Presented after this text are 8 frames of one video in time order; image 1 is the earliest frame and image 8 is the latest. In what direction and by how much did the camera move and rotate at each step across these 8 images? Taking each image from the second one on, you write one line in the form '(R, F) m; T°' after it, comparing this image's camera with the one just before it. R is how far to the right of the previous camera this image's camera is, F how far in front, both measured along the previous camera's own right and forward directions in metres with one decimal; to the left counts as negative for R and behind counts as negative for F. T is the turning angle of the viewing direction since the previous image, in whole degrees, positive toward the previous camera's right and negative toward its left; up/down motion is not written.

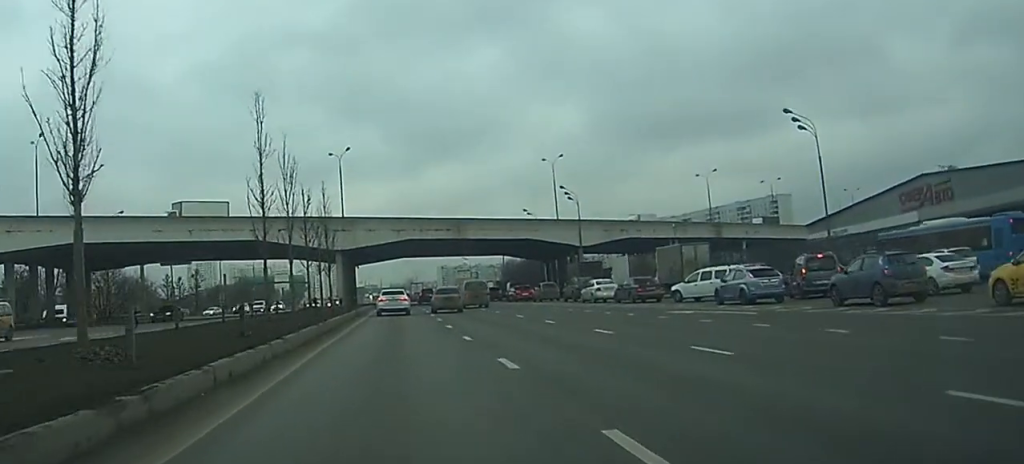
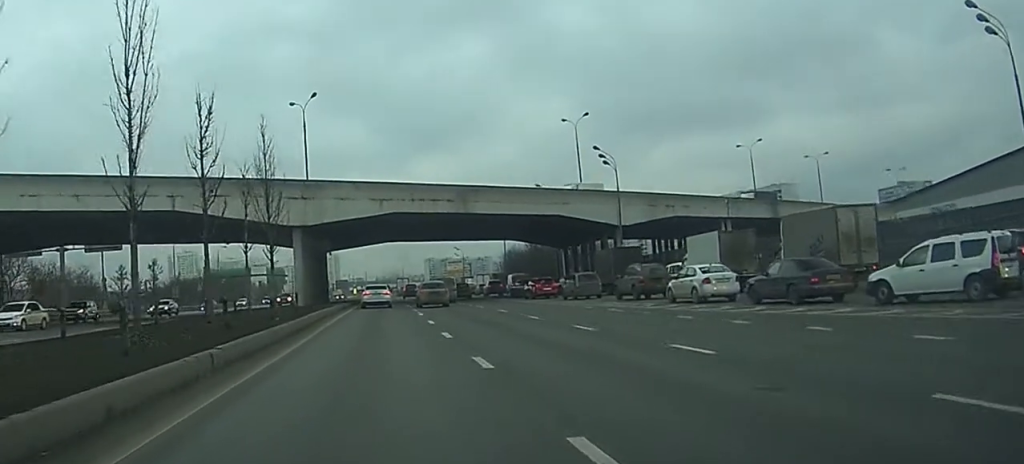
(0.0, +23.6) m; 0°
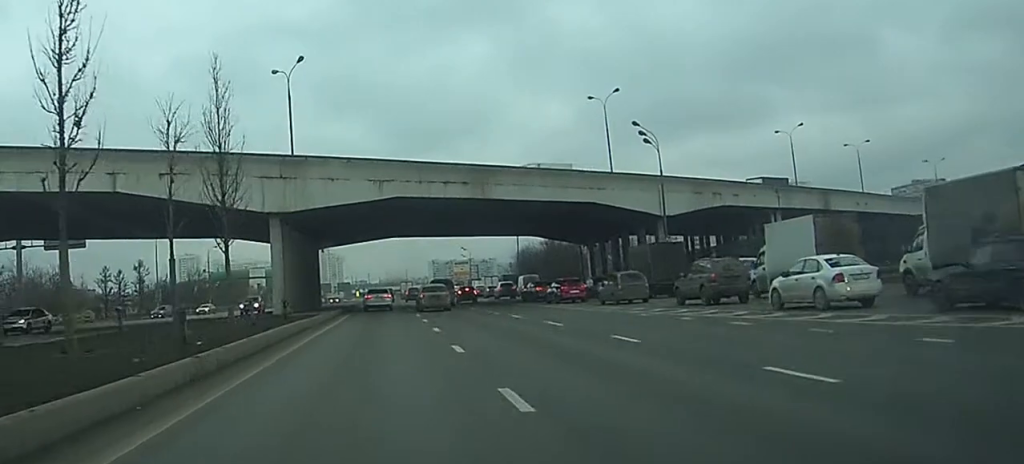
(-0.1, +12.0) m; 0°
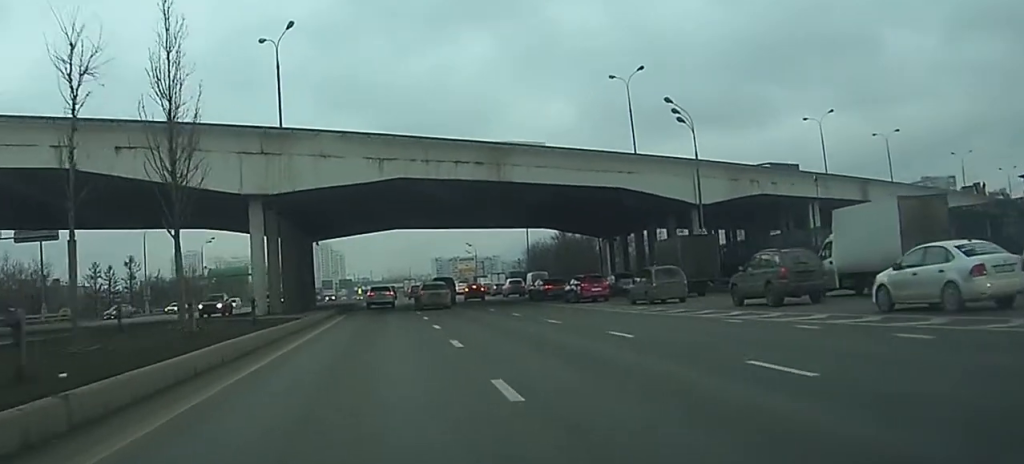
(0.0, +7.3) m; 0°
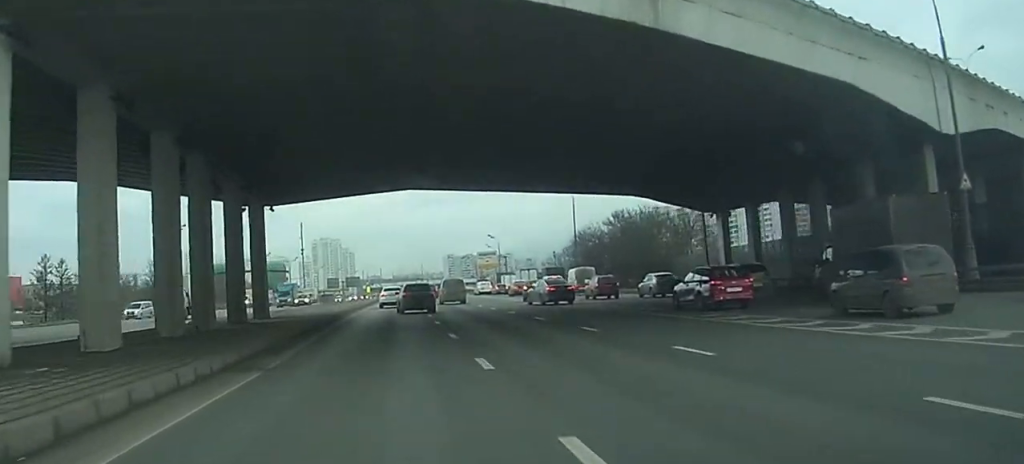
(-0.3, +27.1) m; -1°
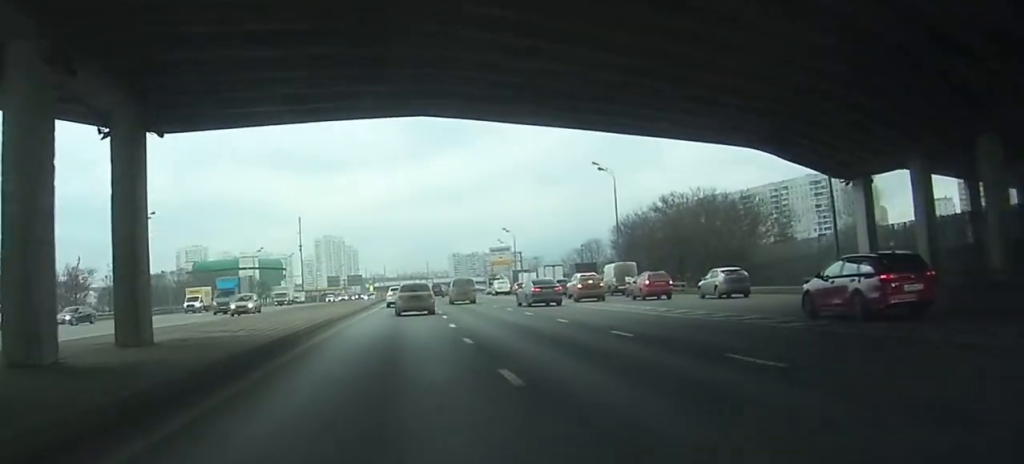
(0.0, +17.5) m; 0°
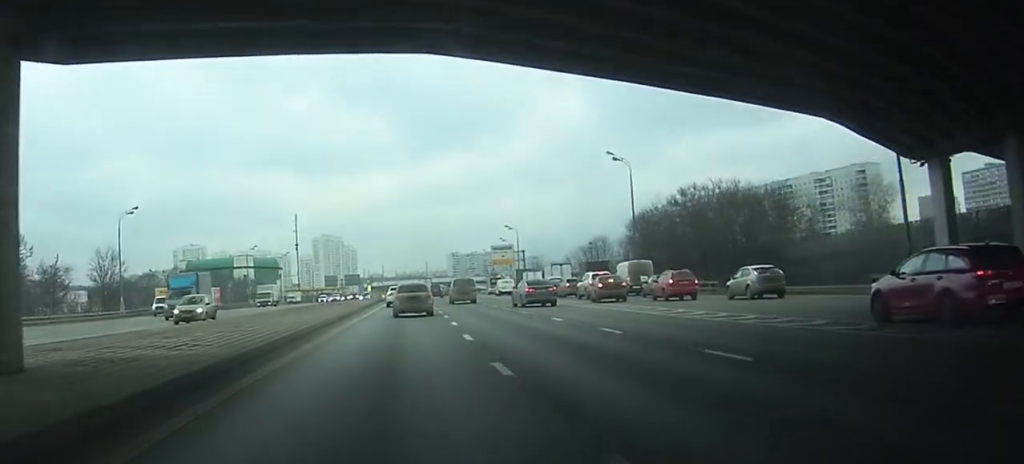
(0.0, +6.4) m; 0°
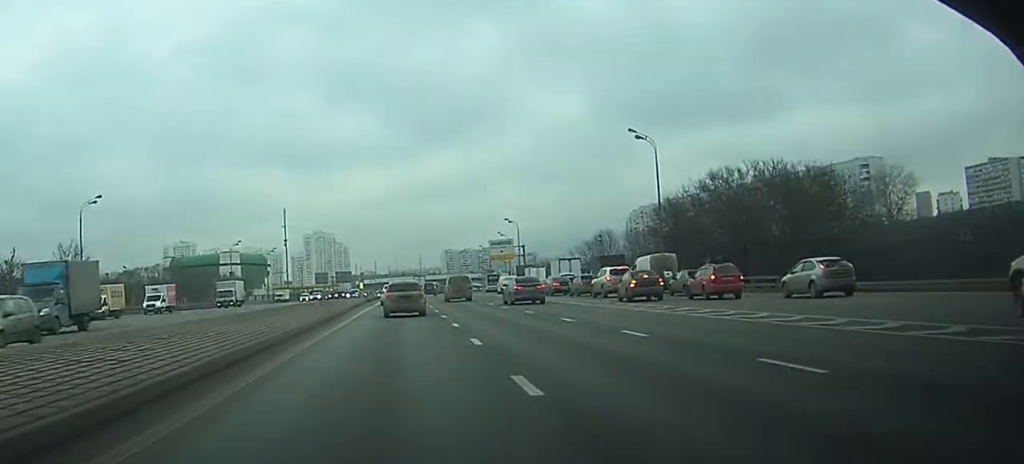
(0.0, +9.9) m; 0°
